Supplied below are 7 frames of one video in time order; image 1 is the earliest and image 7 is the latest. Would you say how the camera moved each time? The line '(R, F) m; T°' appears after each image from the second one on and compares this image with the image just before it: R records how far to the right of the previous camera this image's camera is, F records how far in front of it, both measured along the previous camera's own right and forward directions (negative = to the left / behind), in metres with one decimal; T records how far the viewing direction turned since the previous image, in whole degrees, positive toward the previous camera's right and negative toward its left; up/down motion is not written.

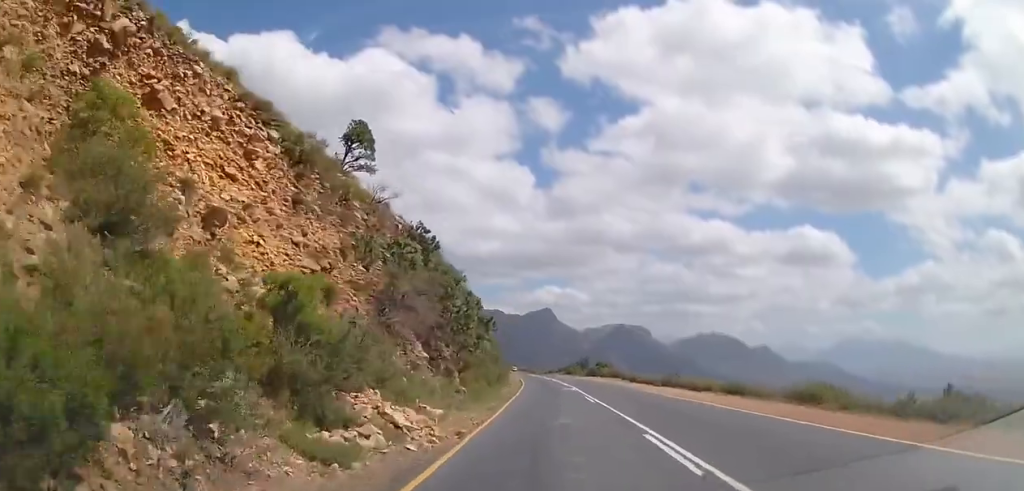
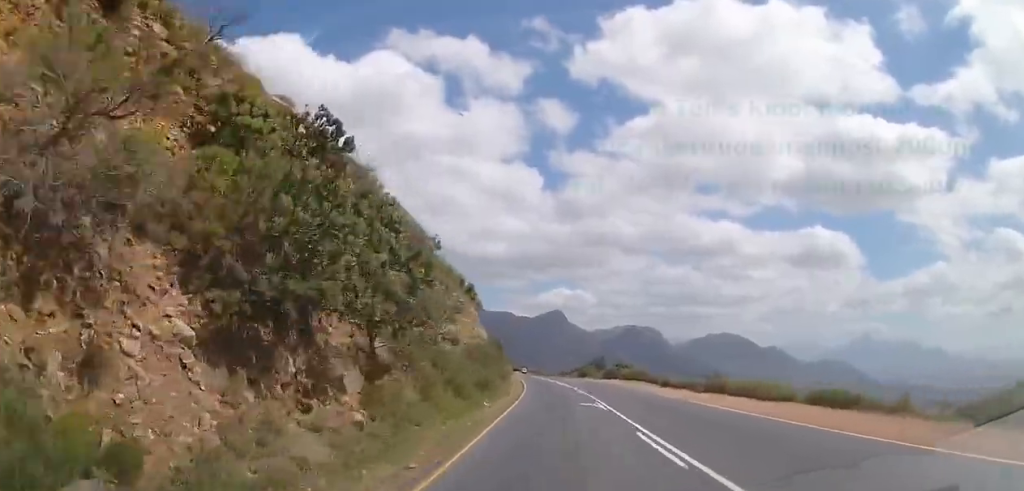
(-0.3, +14.1) m; -1°
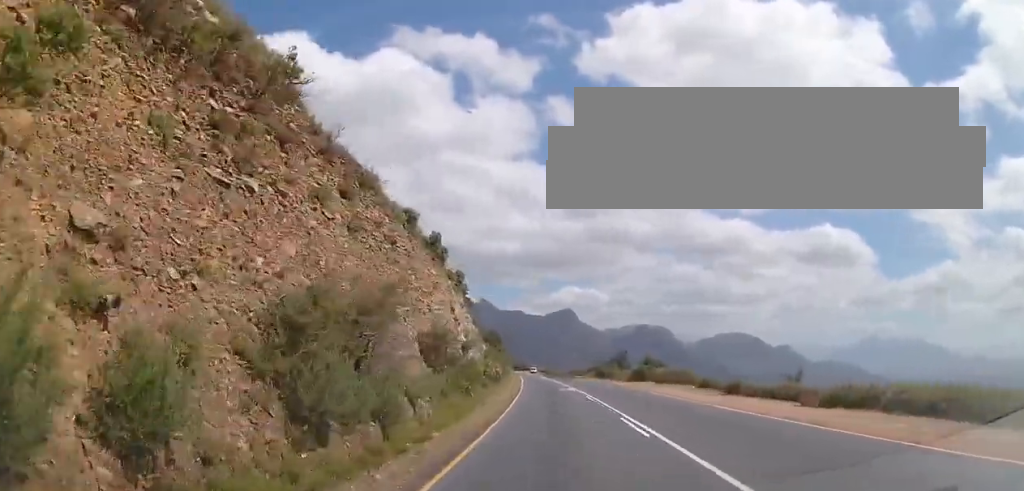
(-0.3, +20.9) m; -1°
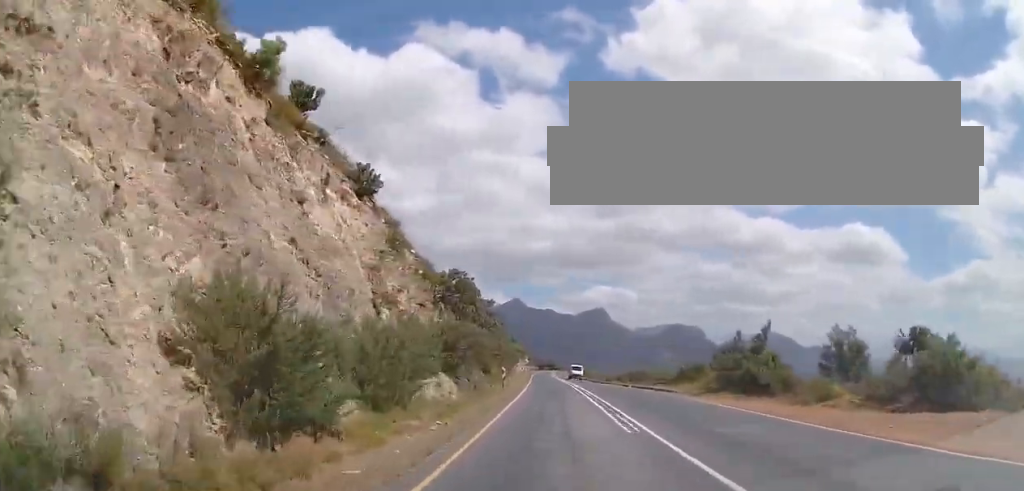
(-0.5, +47.4) m; -2°
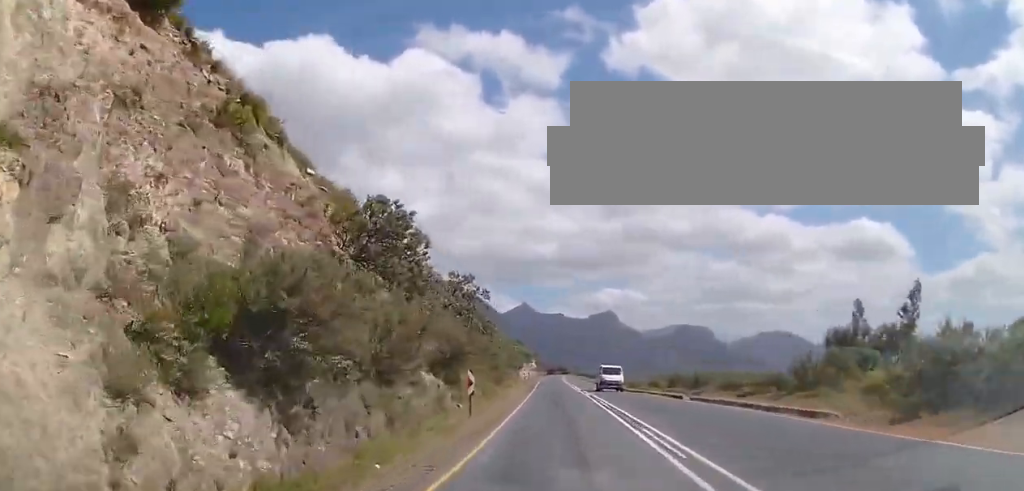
(-0.1, +15.6) m; -1°
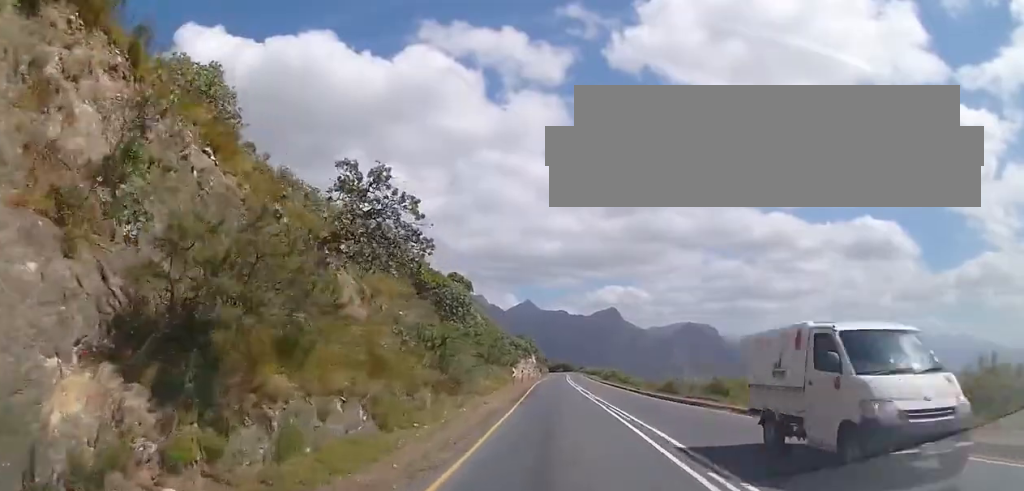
(-0.3, +16.8) m; -1°
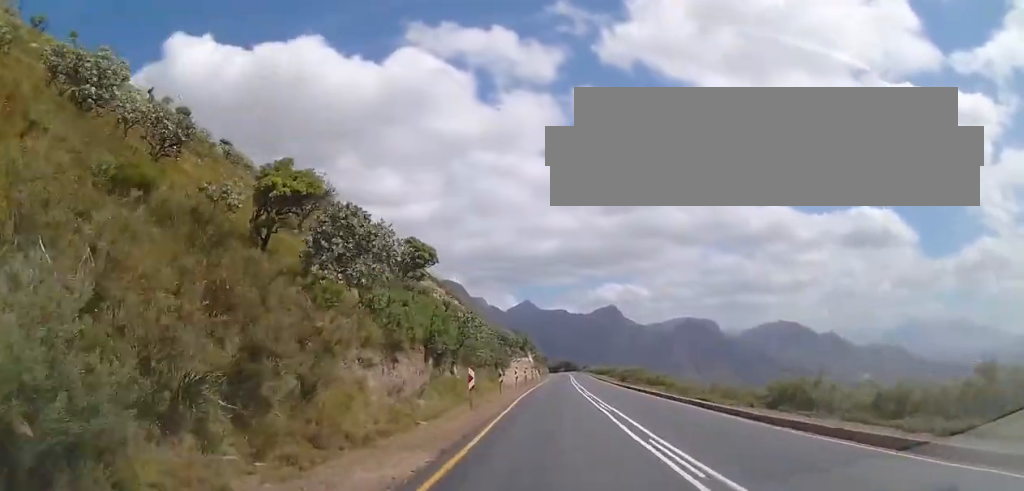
(0.0, +19.7) m; 0°
